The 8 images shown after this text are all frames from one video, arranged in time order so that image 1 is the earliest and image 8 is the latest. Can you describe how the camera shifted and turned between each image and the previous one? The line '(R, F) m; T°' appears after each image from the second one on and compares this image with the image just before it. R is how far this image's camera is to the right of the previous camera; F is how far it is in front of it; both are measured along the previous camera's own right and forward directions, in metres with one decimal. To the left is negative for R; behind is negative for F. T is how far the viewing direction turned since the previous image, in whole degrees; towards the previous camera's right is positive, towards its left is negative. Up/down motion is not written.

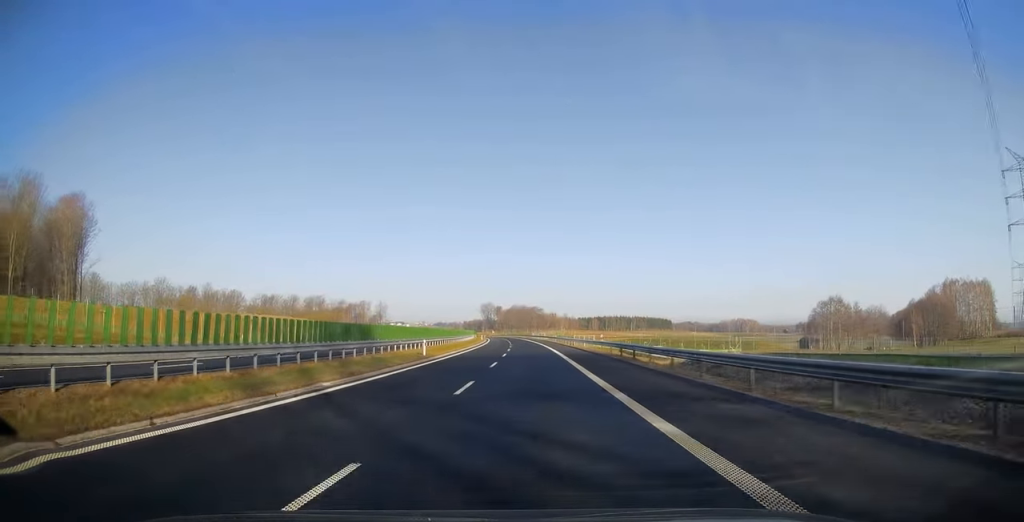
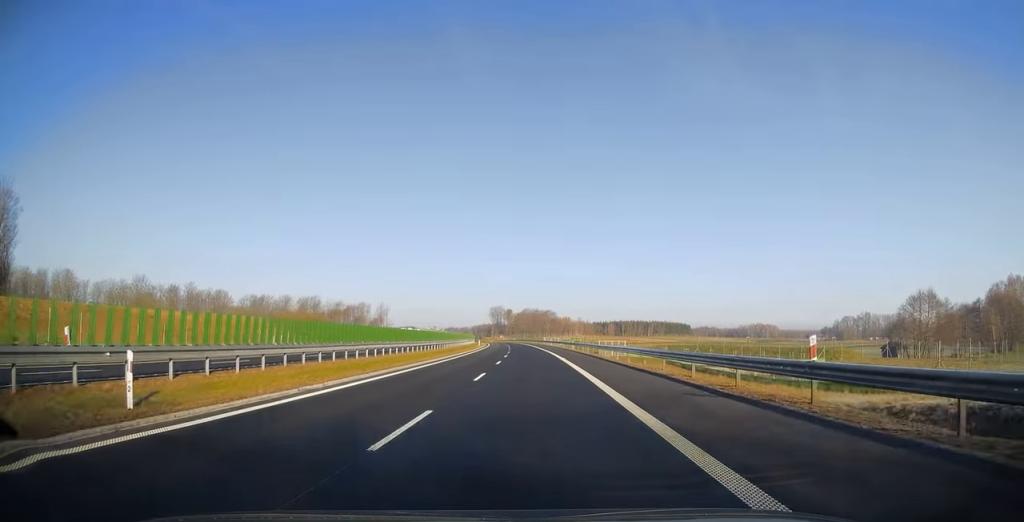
(-0.2, +31.3) m; -1°
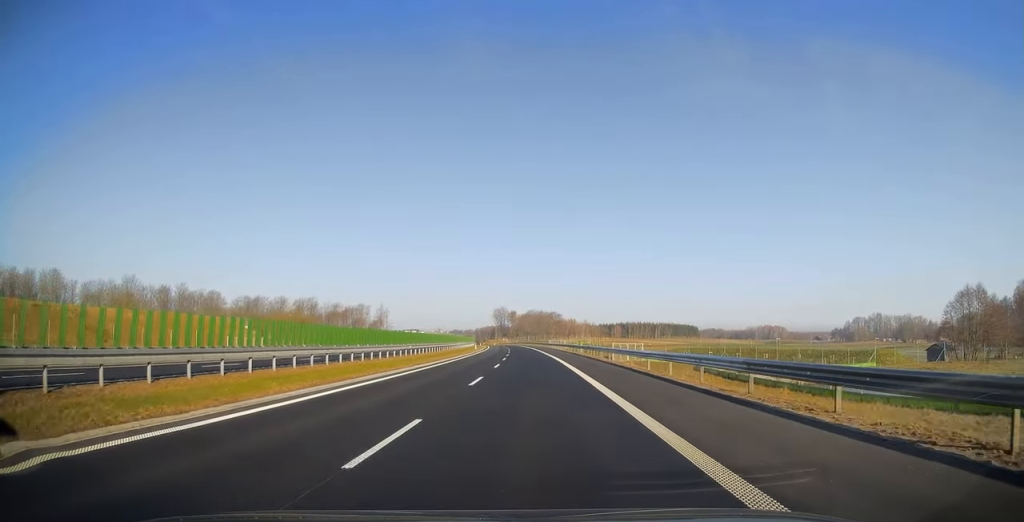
(0.0, +13.0) m; 0°
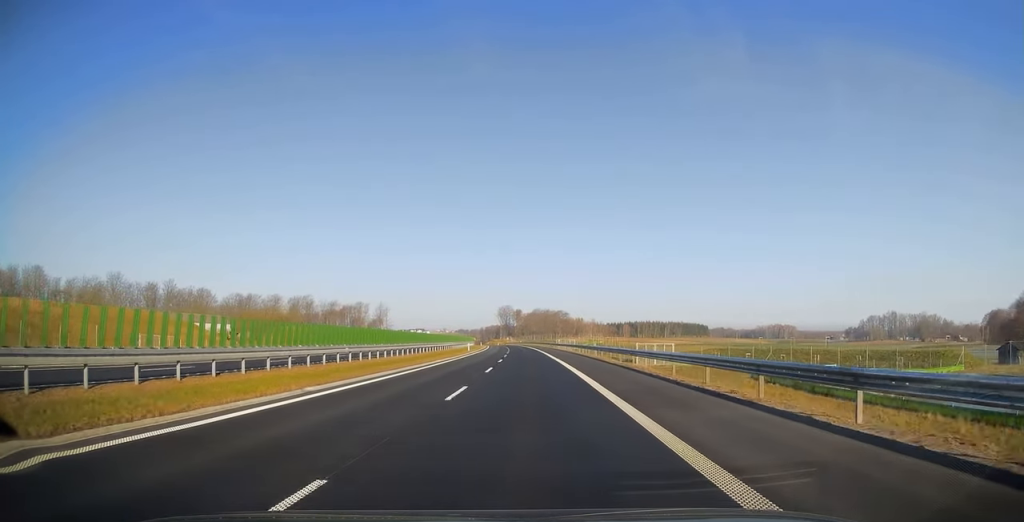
(-0.2, +16.6) m; -1°
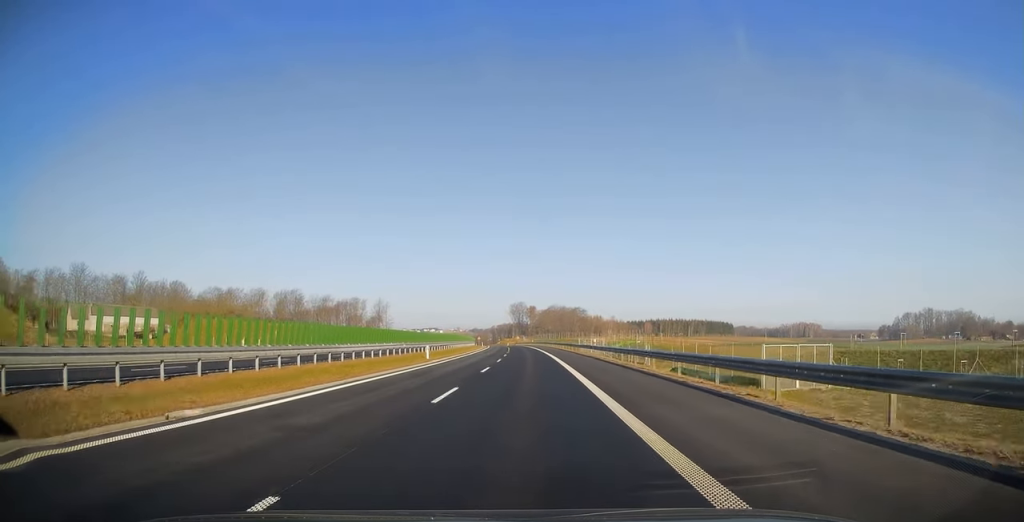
(-0.6, +36.9) m; -2°
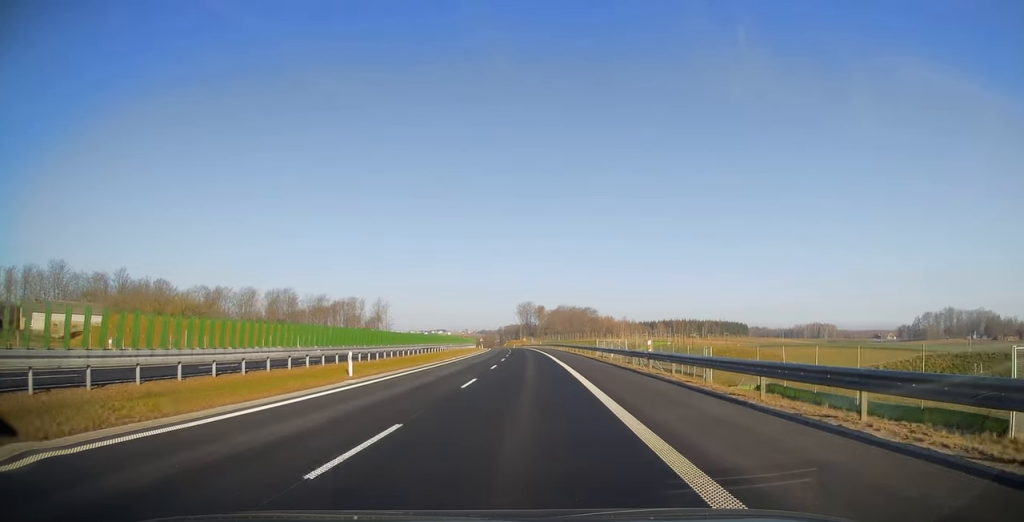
(-0.1, +19.3) m; -1°
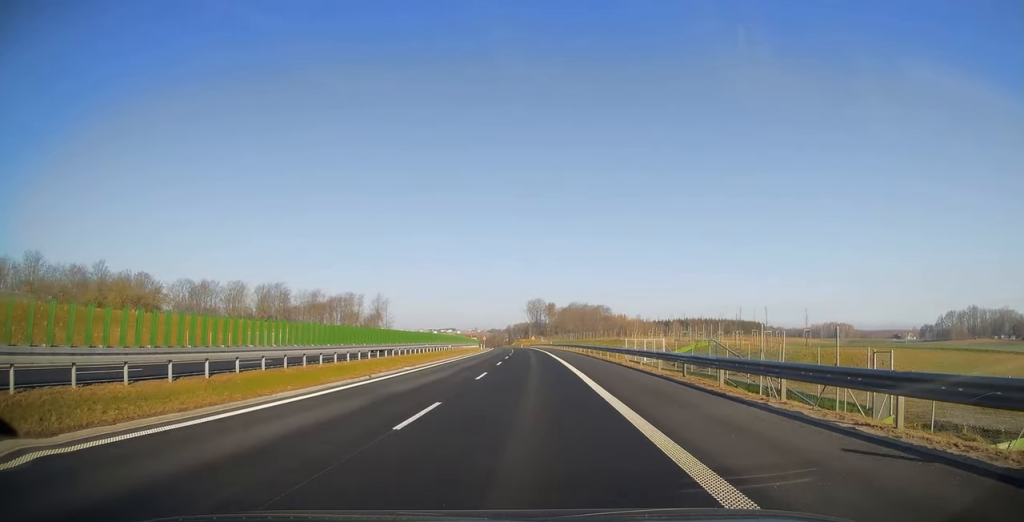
(0.0, +20.8) m; -1°
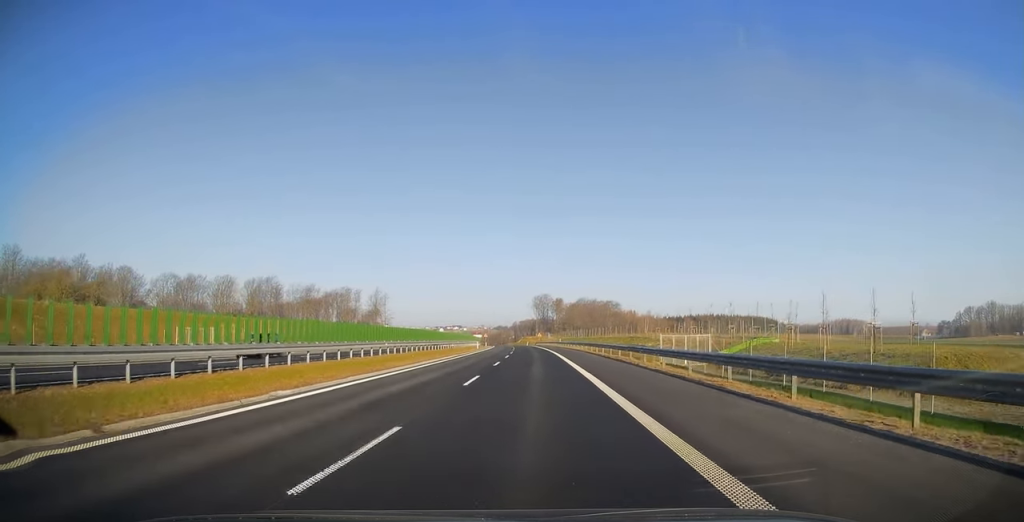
(-0.2, +16.1) m; -1°
